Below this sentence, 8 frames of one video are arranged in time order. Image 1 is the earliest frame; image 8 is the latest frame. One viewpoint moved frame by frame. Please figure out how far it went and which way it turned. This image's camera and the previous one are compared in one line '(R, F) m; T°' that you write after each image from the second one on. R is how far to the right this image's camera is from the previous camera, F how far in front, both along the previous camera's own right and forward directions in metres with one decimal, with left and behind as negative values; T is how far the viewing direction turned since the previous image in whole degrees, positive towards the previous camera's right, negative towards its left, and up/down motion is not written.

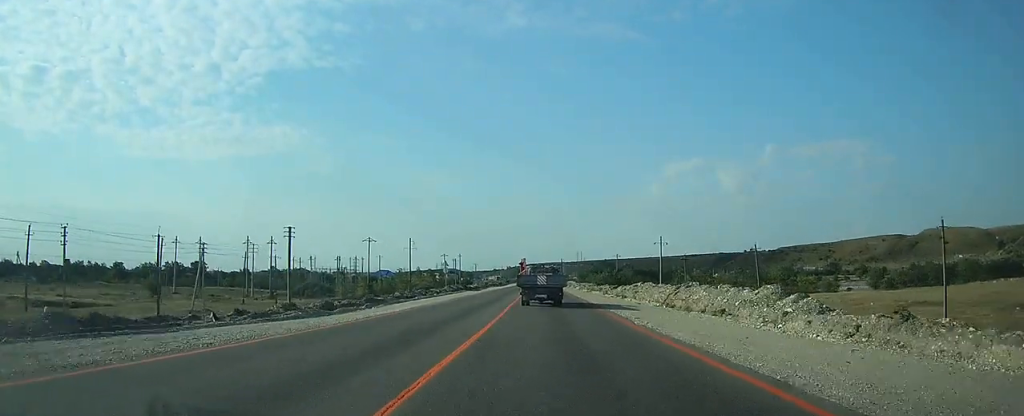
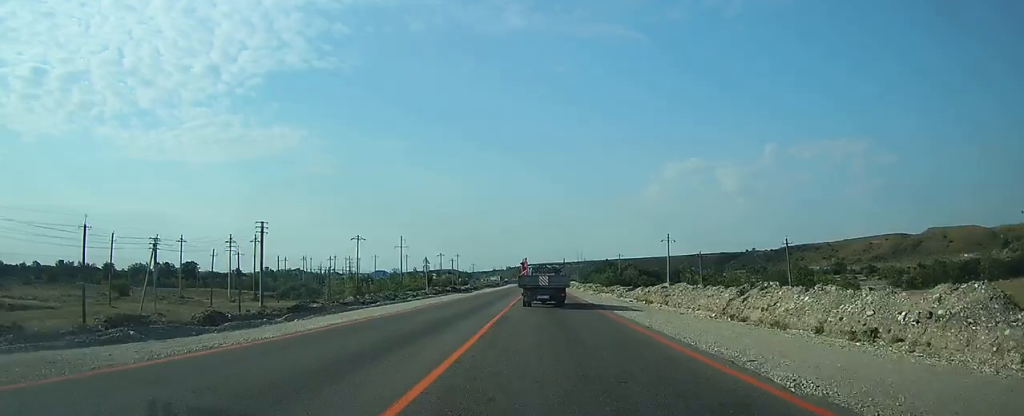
(0.0, +11.5) m; 0°
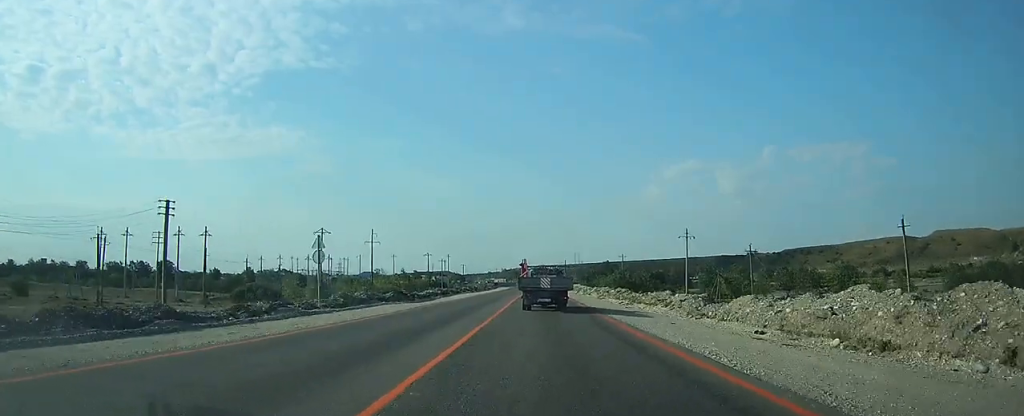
(0.0, +26.4) m; 0°
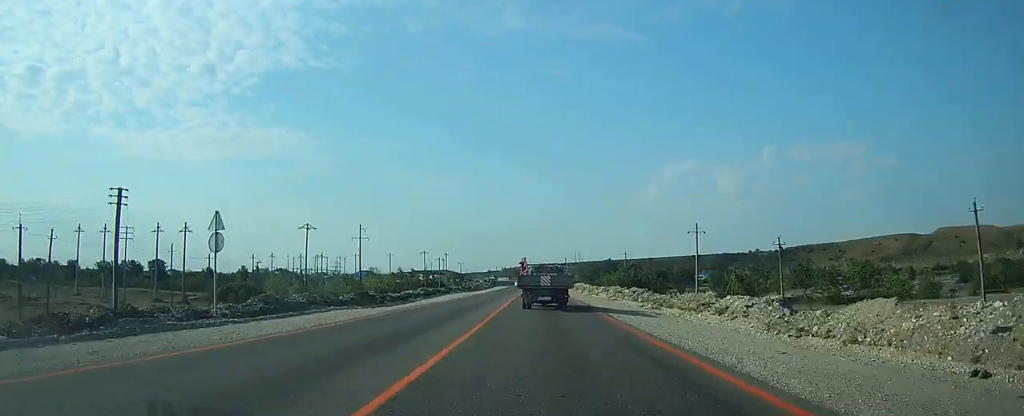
(0.0, +9.4) m; 0°
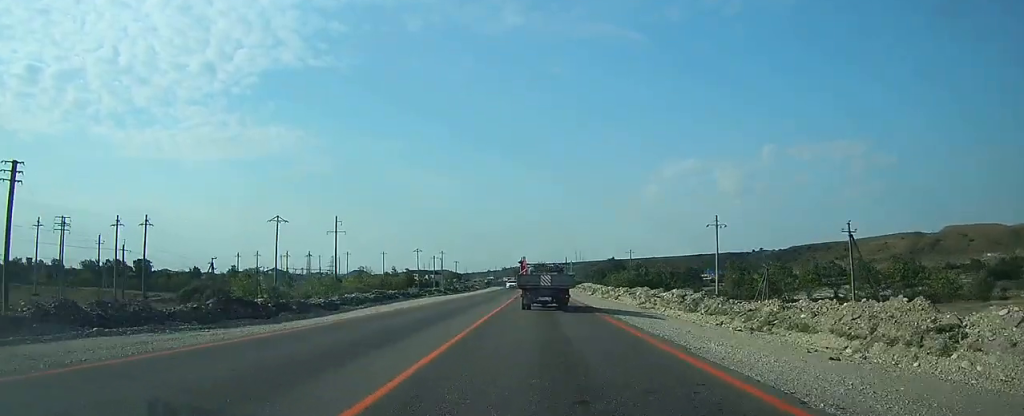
(0.0, +15.2) m; 0°
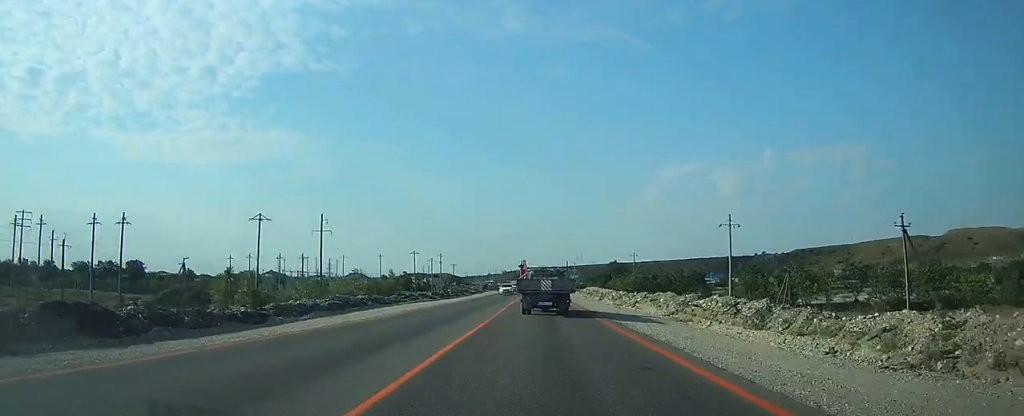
(0.0, +7.5) m; 0°
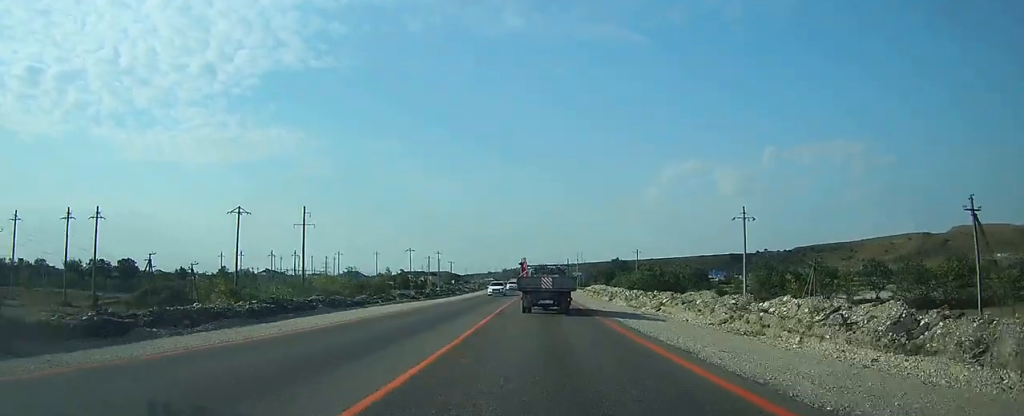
(0.0, +7.5) m; 0°
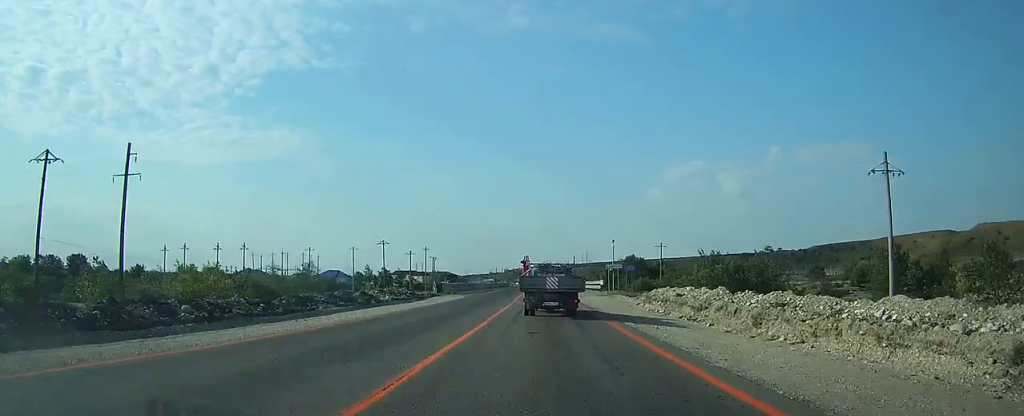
(-0.3, +49.7) m; -1°
